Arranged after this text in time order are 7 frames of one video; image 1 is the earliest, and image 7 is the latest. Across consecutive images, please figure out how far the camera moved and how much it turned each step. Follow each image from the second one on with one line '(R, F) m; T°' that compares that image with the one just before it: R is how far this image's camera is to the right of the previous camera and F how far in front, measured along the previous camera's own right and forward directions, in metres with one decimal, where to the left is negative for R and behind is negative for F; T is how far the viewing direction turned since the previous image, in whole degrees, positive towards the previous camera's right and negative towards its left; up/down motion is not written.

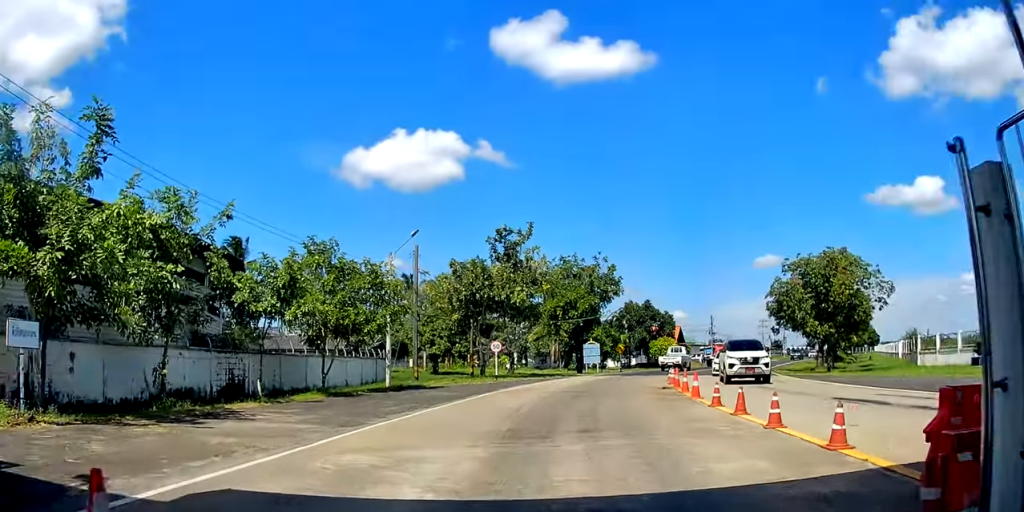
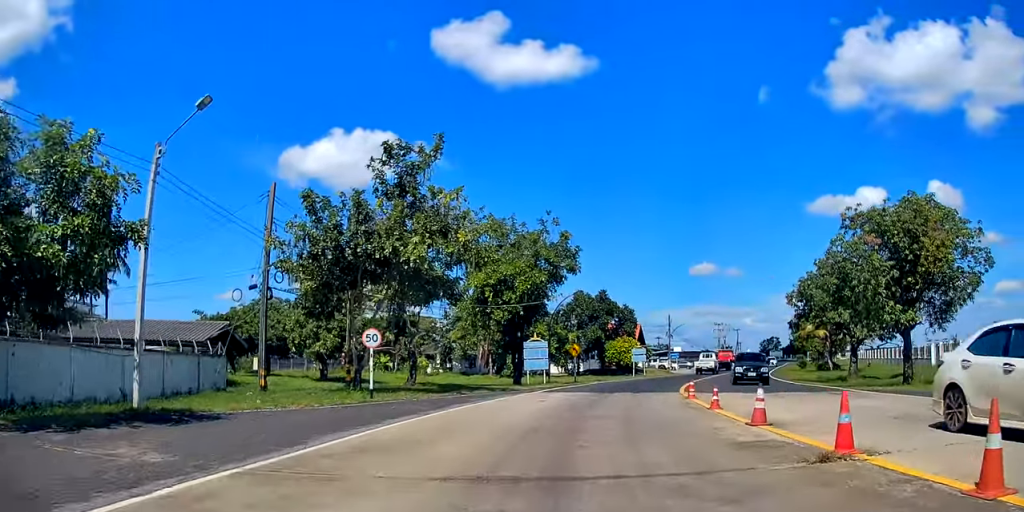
(+0.9, +14.7) m; +4°
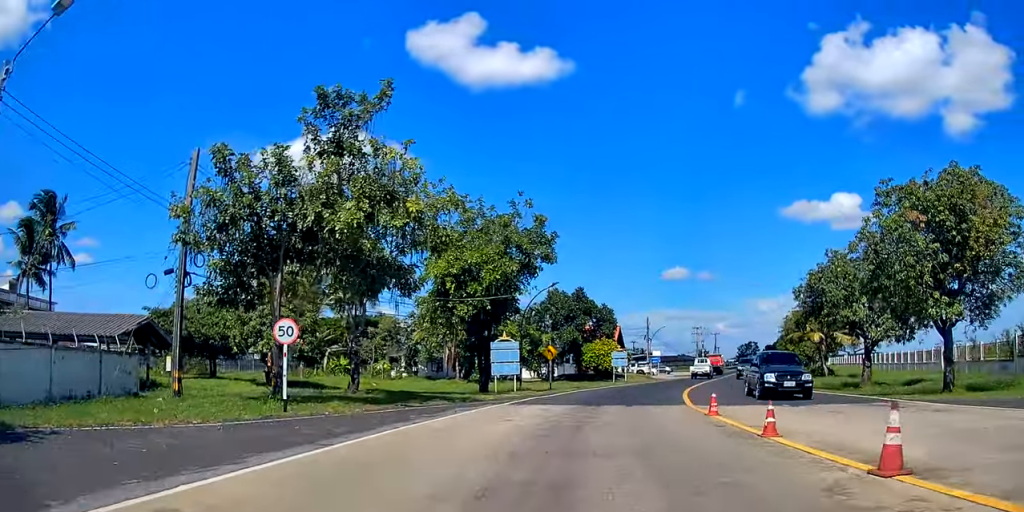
(-0.3, +4.2) m; -4°
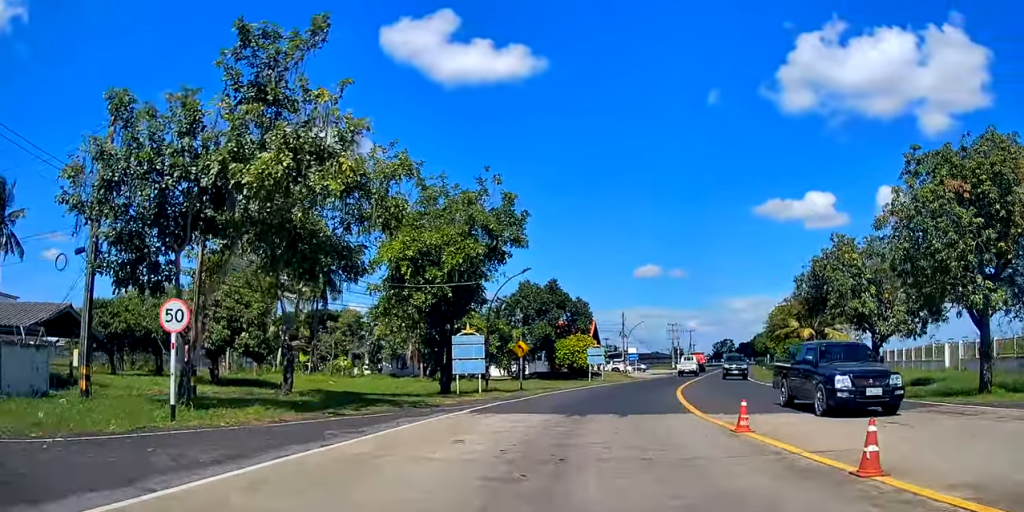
(-0.1, +3.2) m; +1°
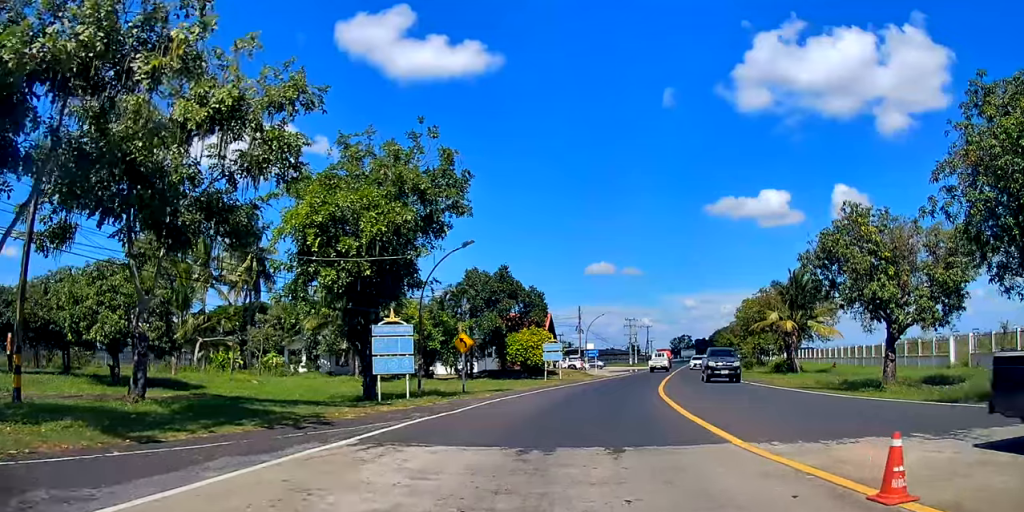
(-0.2, +4.7) m; +4°
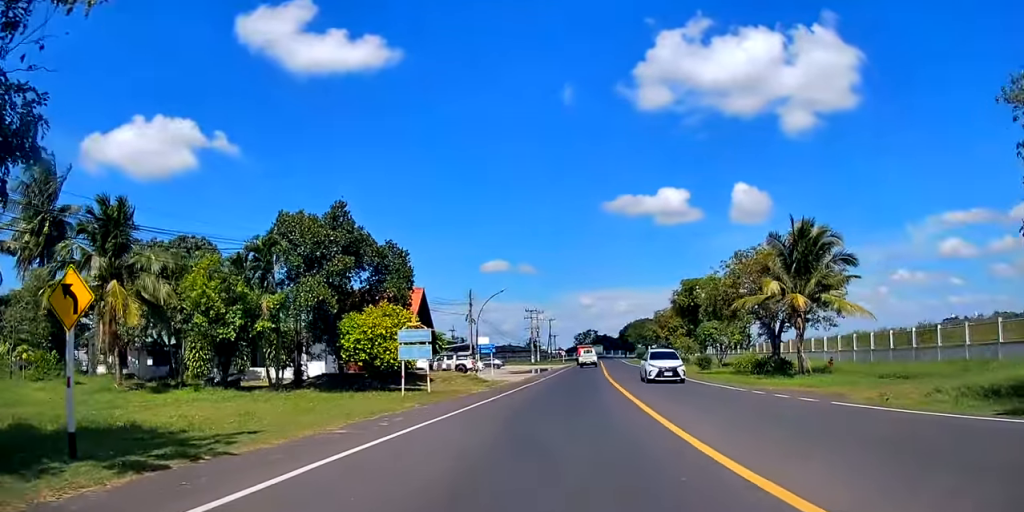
(+2.2, +14.2) m; +15°
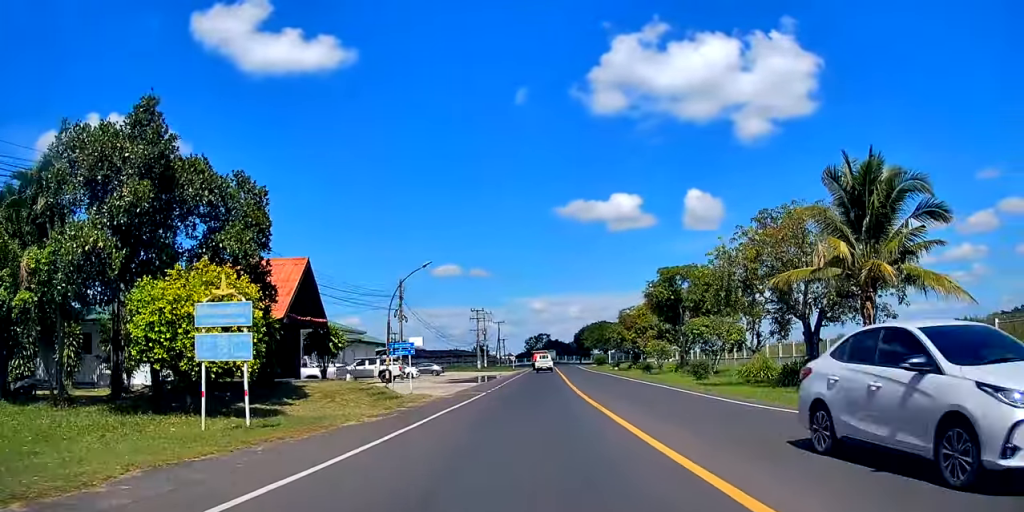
(+0.9, +9.5) m; +7°
